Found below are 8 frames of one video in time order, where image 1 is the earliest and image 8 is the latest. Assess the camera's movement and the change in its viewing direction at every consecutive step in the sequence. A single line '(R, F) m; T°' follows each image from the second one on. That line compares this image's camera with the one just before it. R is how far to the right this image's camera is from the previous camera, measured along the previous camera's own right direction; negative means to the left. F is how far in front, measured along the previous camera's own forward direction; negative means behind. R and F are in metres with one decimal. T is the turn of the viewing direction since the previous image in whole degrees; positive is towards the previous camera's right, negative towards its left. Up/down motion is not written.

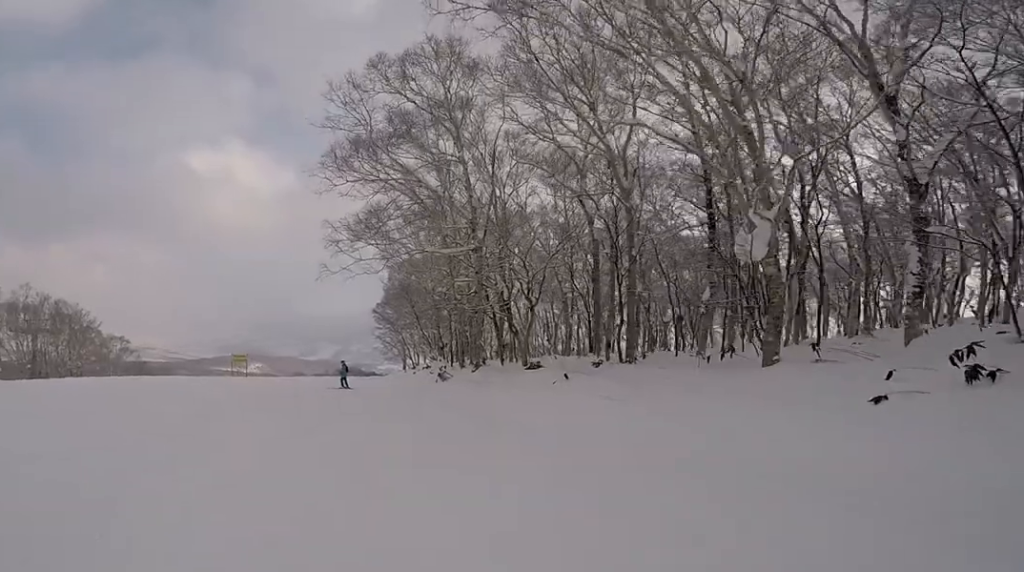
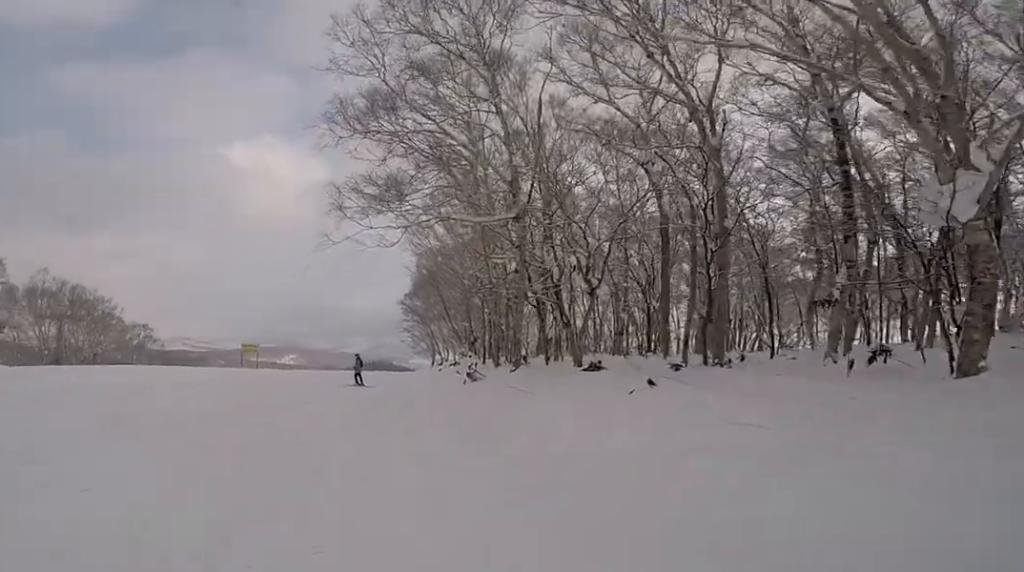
(-0.7, +3.5) m; -12°
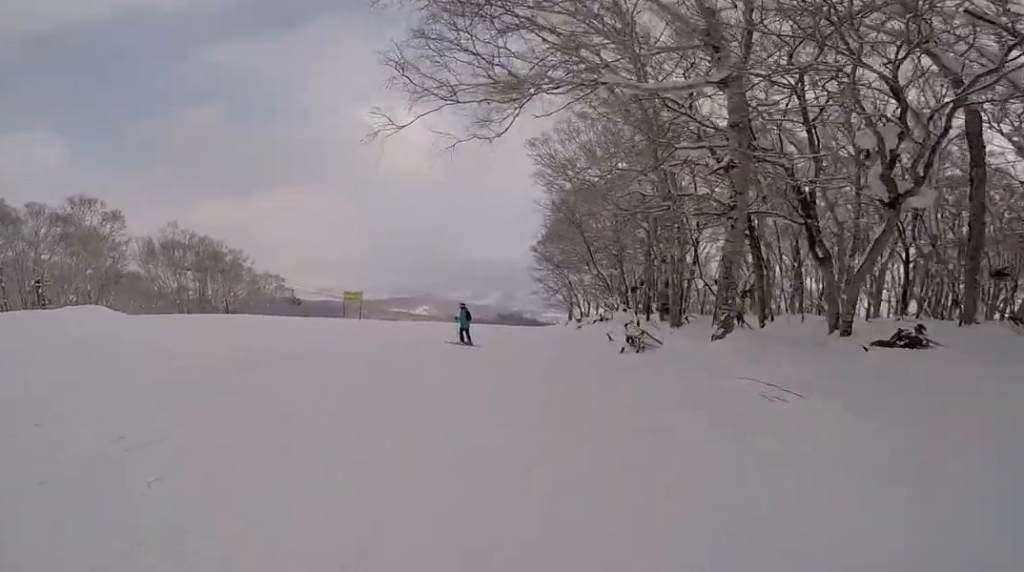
(0.0, +5.0) m; -5°
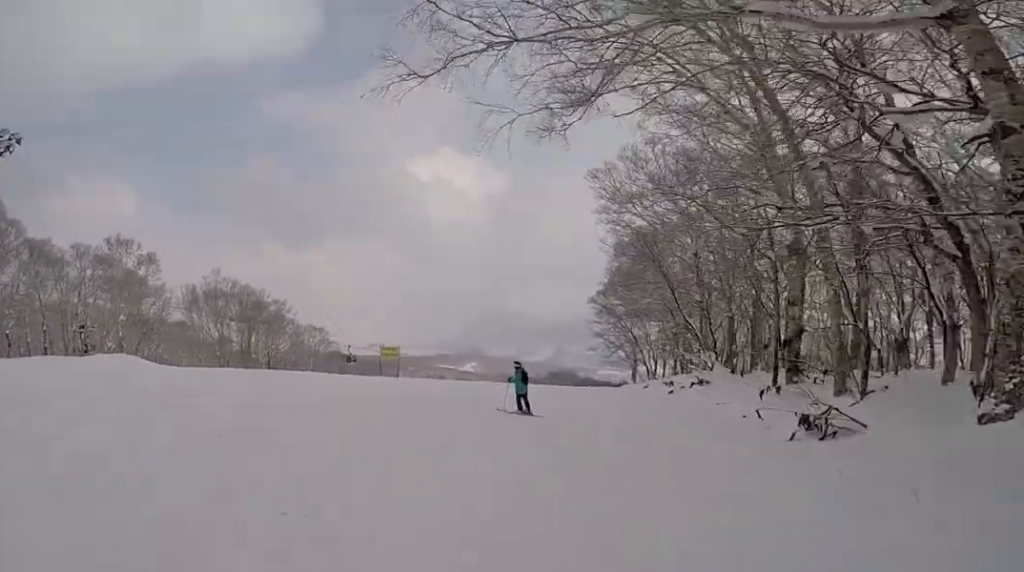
(+0.2, +3.4) m; -19°
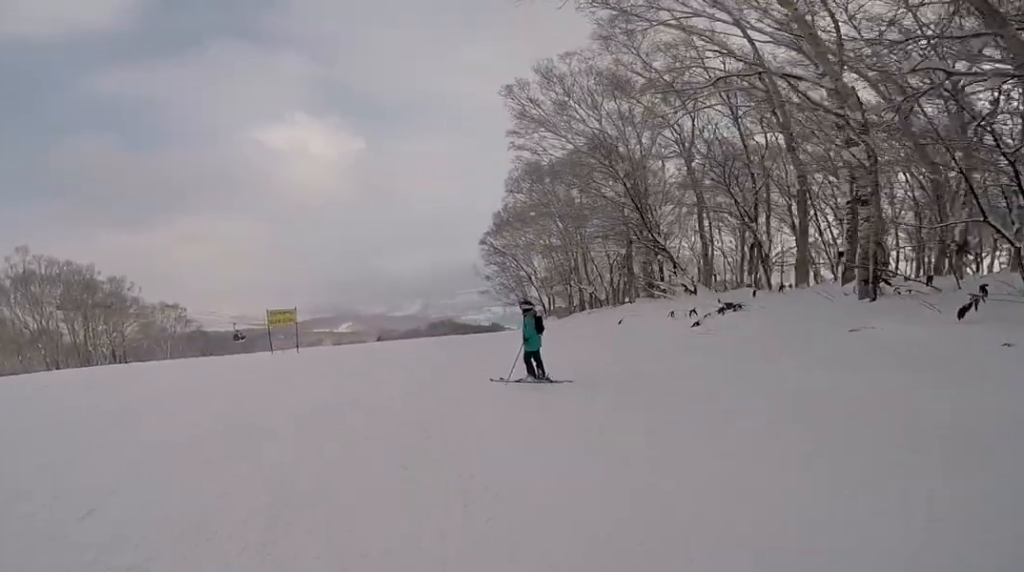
(-0.9, +5.1) m; +12°
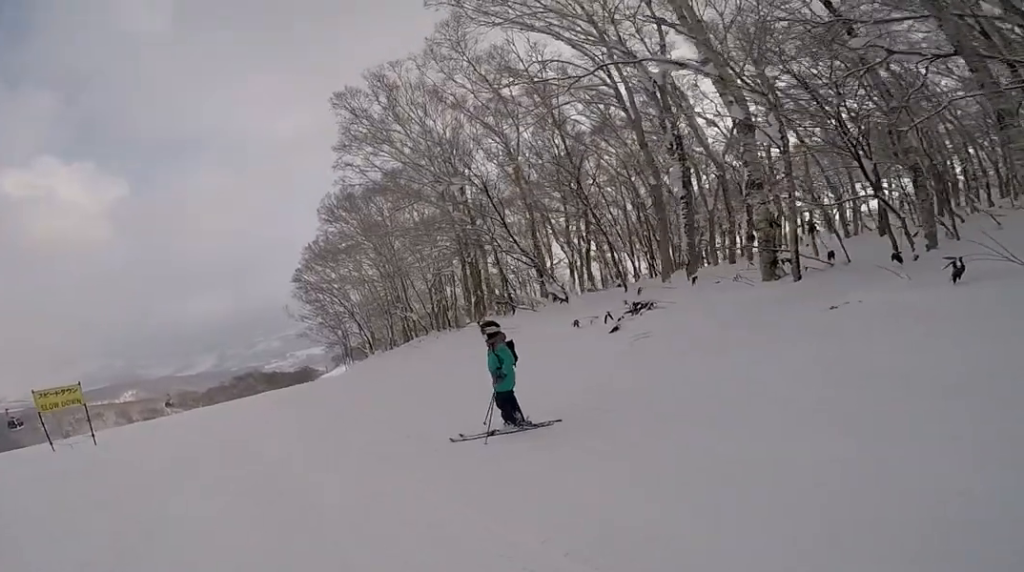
(+1.1, +4.4) m; +32°
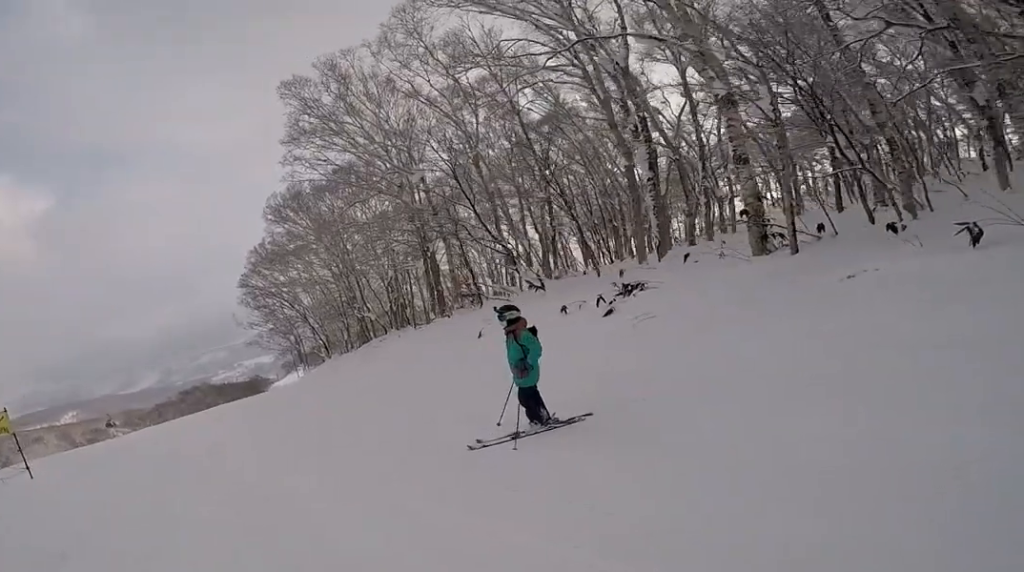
(+0.1, +1.5) m; +5°
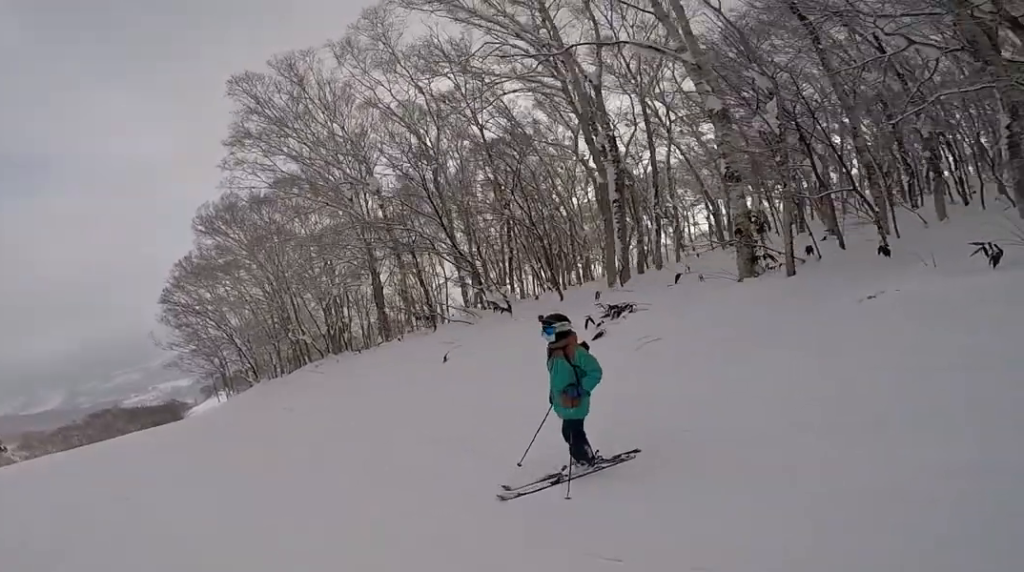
(+0.7, +1.9) m; -2°
